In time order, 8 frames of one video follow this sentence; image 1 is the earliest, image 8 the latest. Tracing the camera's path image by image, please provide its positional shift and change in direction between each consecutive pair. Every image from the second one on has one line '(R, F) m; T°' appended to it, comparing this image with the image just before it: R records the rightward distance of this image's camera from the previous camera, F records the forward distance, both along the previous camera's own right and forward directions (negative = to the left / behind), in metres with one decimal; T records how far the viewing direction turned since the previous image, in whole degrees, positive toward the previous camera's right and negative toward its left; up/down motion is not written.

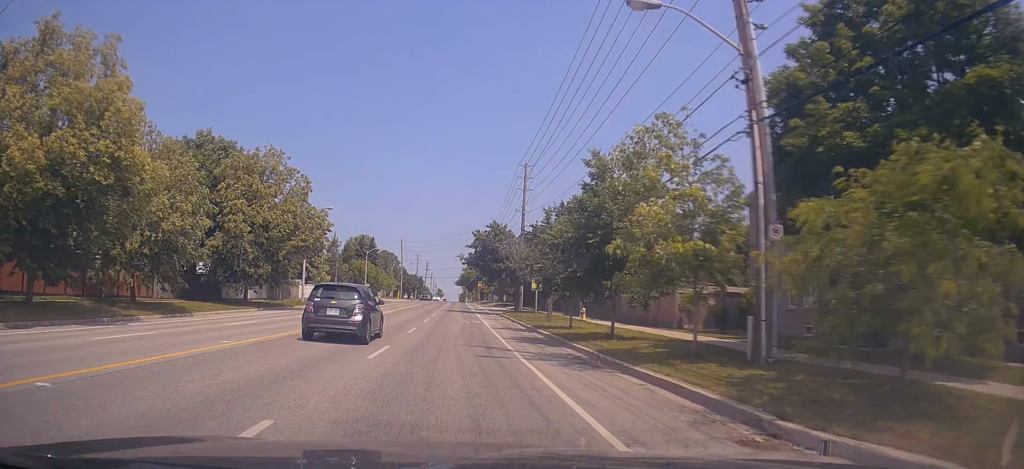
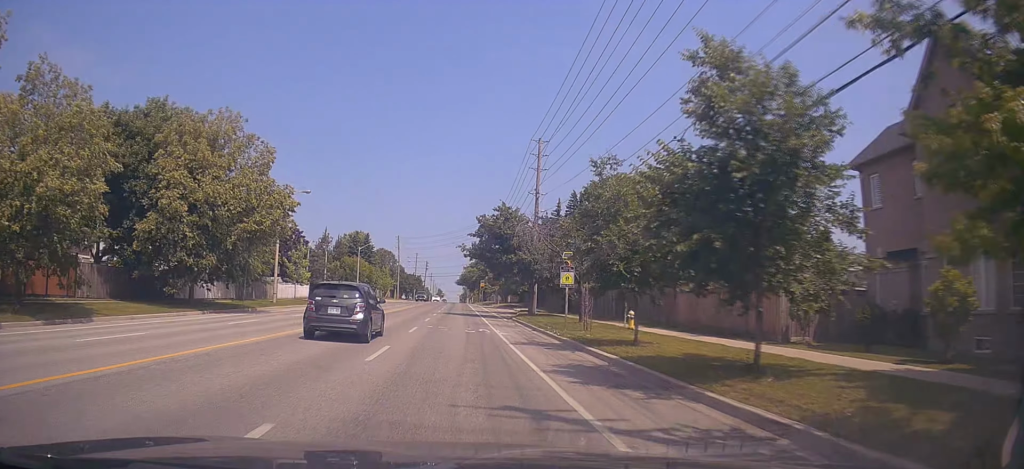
(-0.7, +9.4) m; 0°
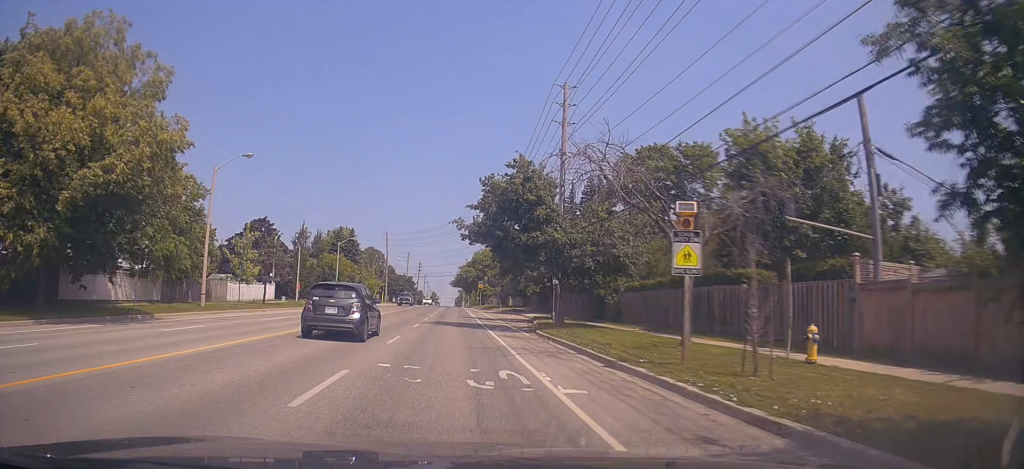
(+1.0, +13.6) m; +2°
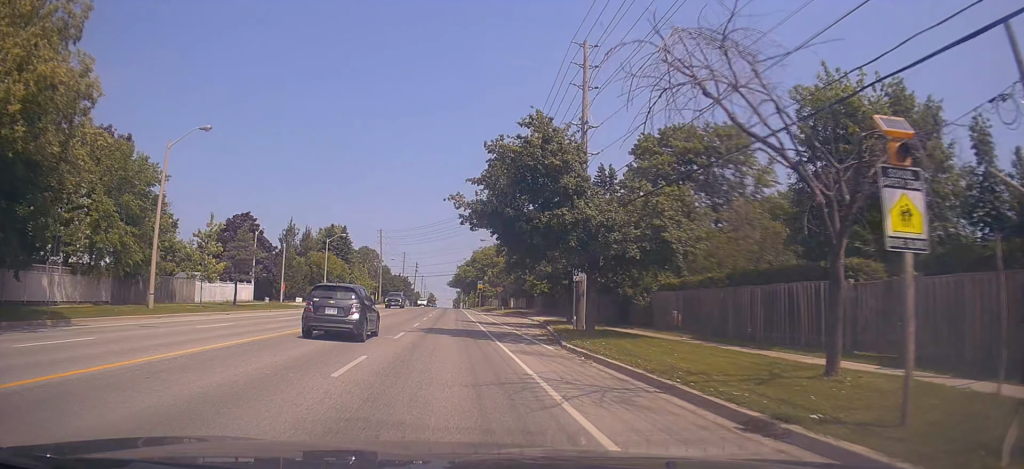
(-0.3, +6.7) m; 0°
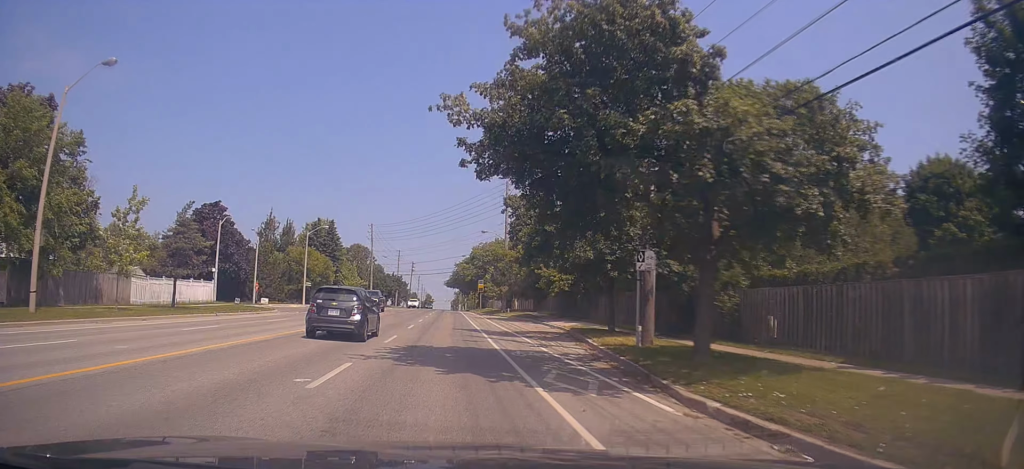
(0.0, +9.8) m; 0°
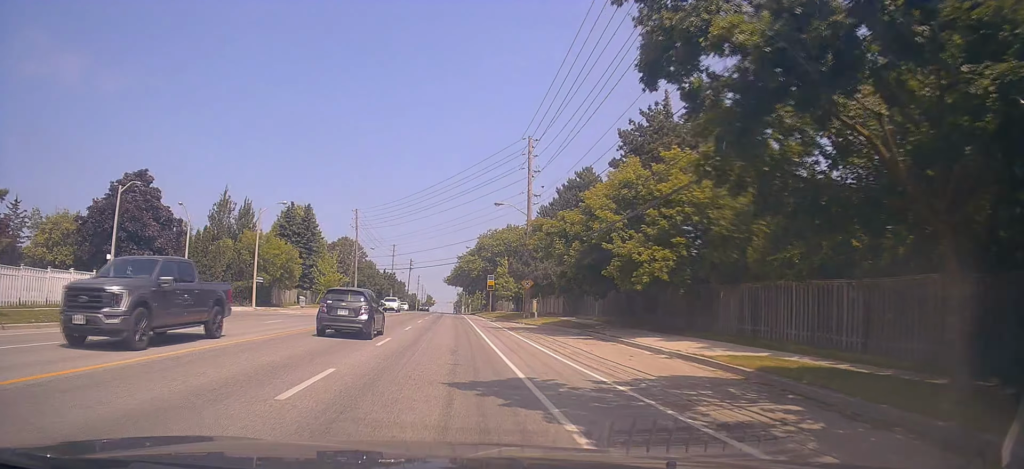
(-0.1, +18.6) m; +1°
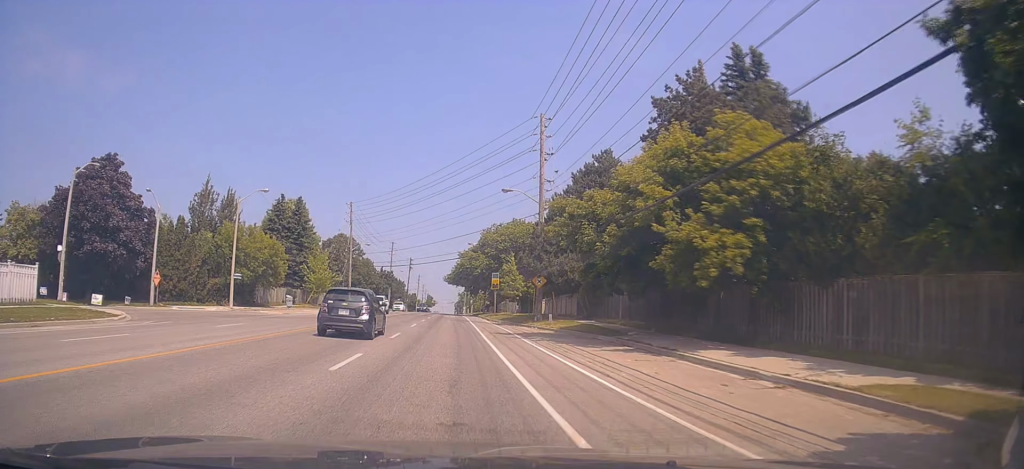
(+0.2, +5.6) m; 0°
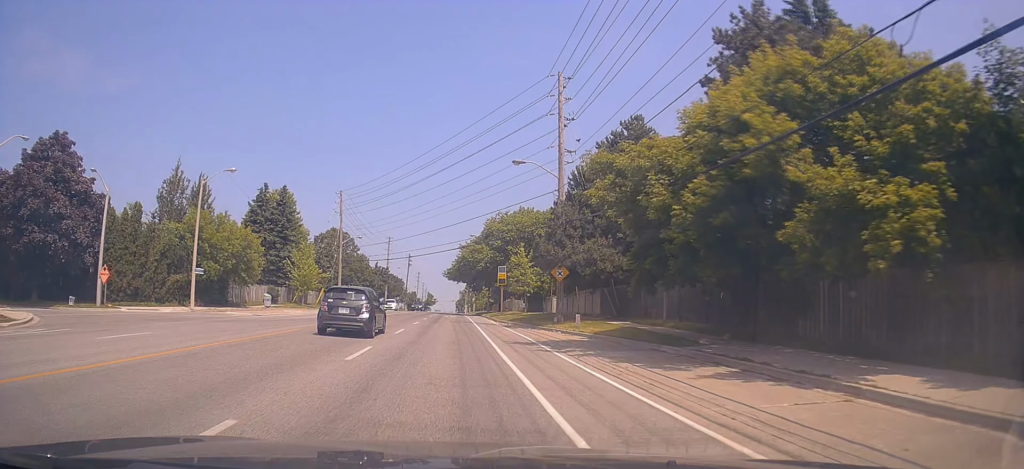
(+0.2, +7.3) m; 0°
